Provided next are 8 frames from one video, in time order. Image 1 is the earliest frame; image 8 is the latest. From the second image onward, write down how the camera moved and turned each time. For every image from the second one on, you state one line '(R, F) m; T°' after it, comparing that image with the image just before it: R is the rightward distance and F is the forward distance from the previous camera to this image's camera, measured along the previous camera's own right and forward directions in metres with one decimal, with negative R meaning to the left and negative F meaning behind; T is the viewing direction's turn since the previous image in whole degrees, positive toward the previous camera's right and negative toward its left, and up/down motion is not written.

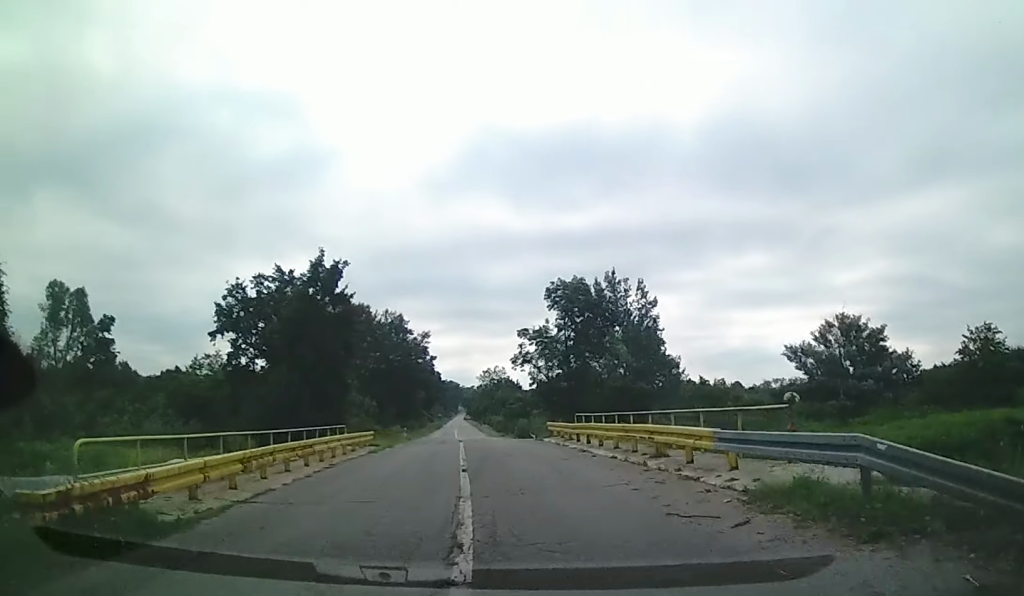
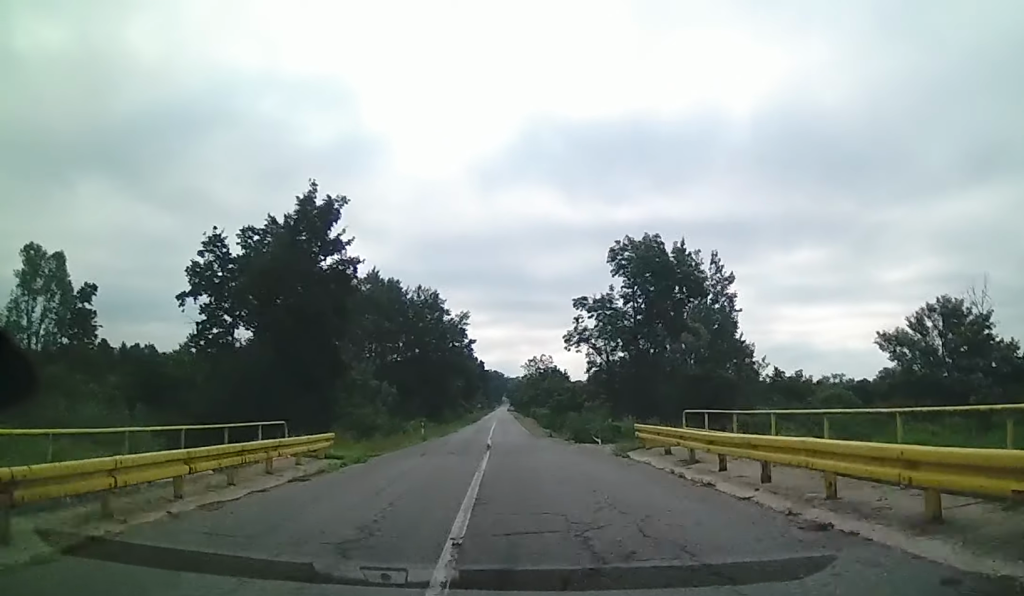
(-0.4, +13.5) m; -3°
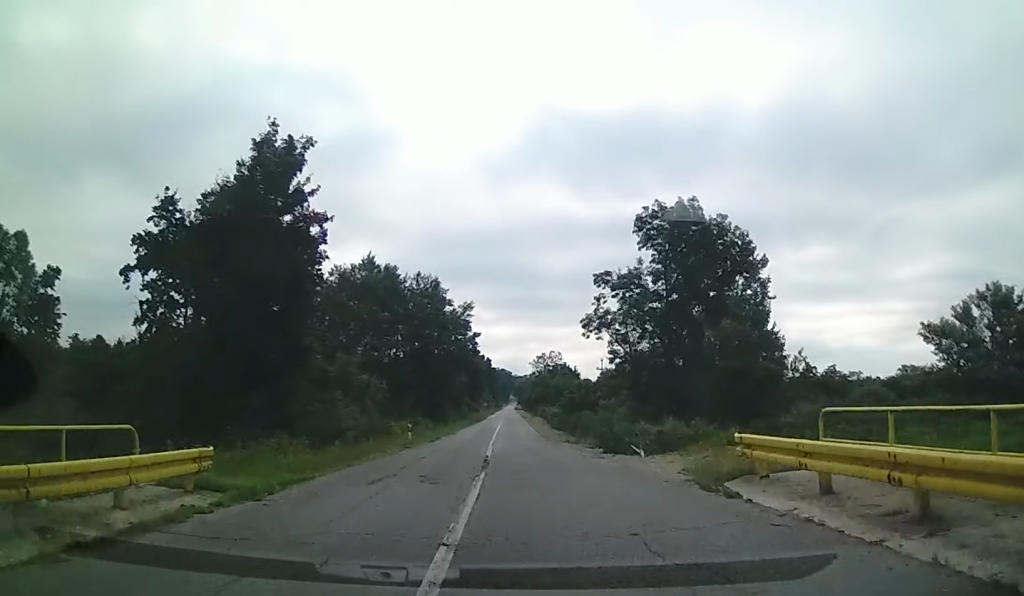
(-0.1, +8.0) m; -1°
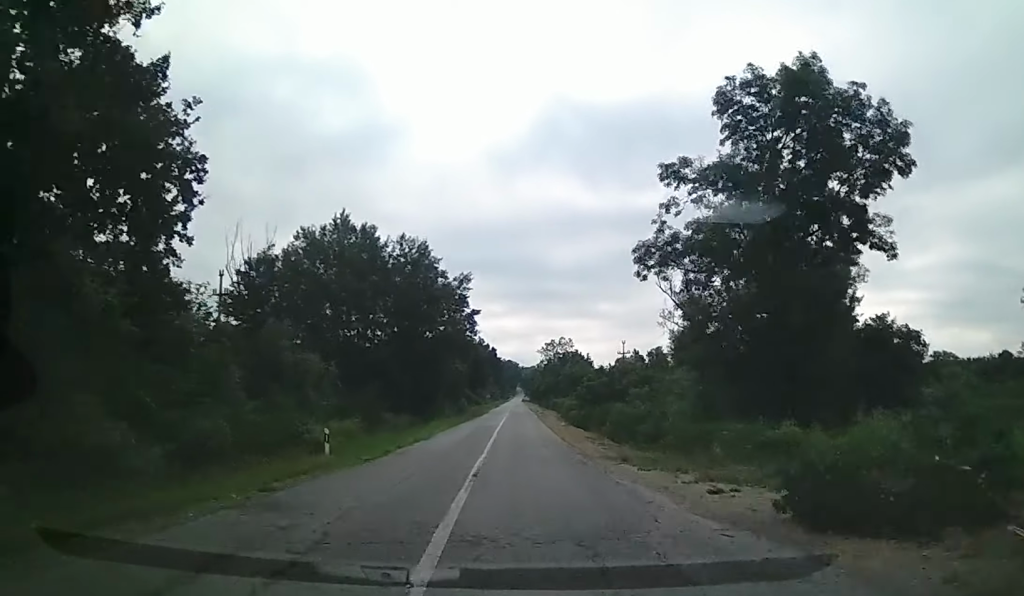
(-0.2, +16.9) m; -1°
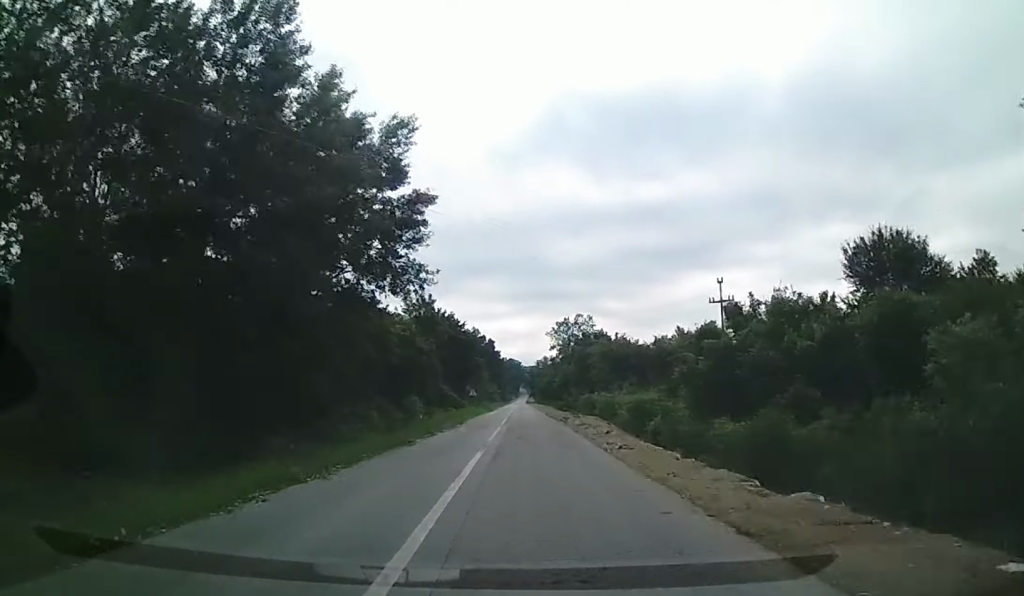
(-0.4, +44.9) m; +2°
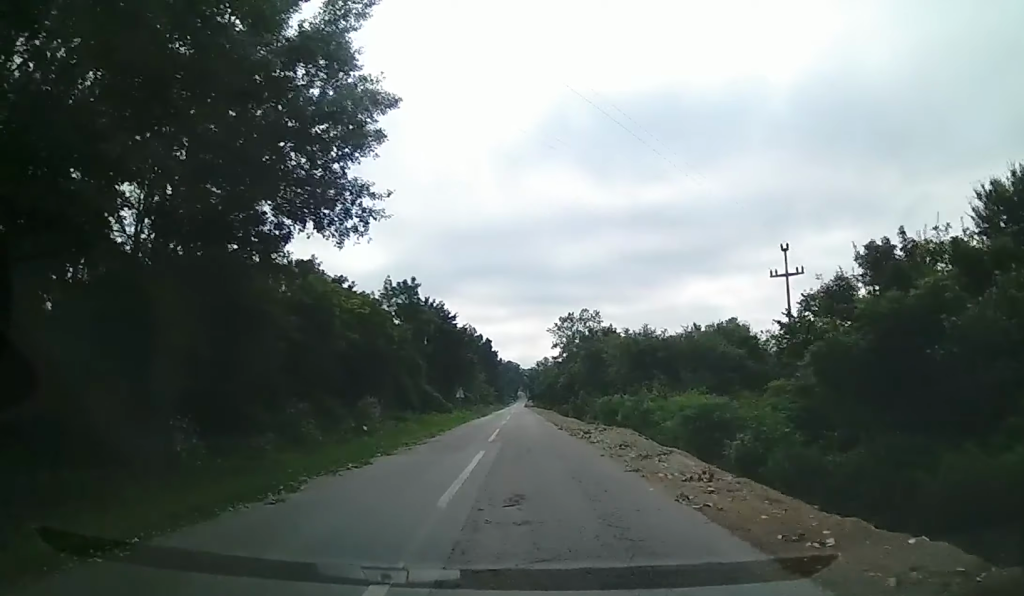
(+0.4, +12.4) m; 0°
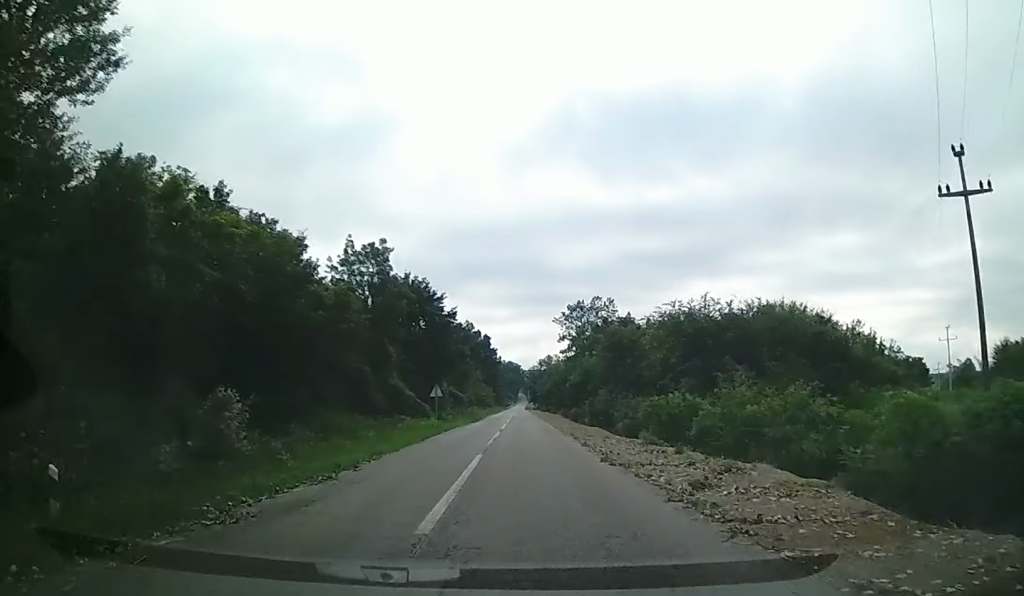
(+0.1, +16.1) m; 0°
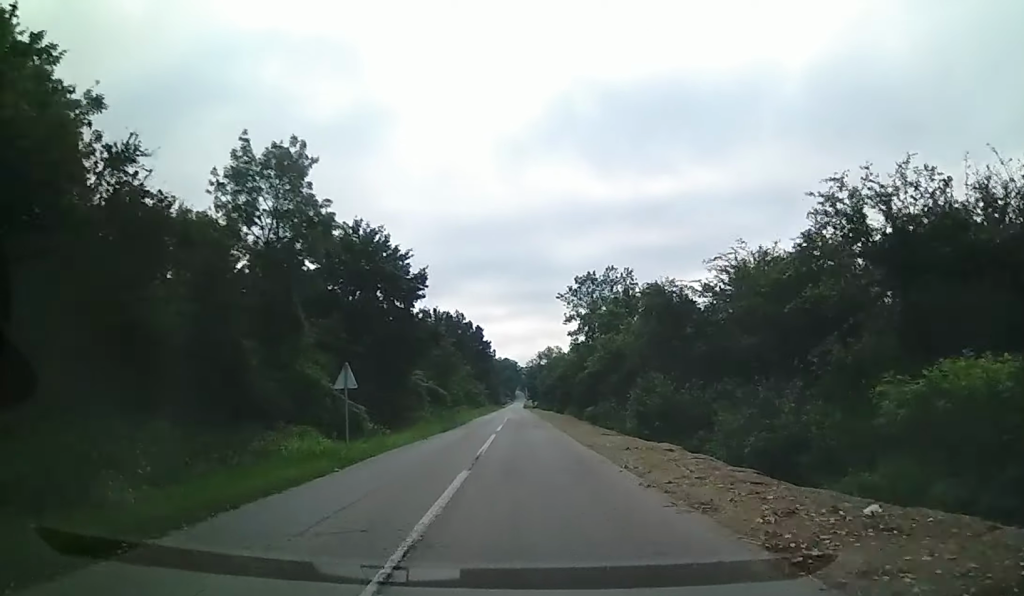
(-0.3, +20.2) m; -1°
